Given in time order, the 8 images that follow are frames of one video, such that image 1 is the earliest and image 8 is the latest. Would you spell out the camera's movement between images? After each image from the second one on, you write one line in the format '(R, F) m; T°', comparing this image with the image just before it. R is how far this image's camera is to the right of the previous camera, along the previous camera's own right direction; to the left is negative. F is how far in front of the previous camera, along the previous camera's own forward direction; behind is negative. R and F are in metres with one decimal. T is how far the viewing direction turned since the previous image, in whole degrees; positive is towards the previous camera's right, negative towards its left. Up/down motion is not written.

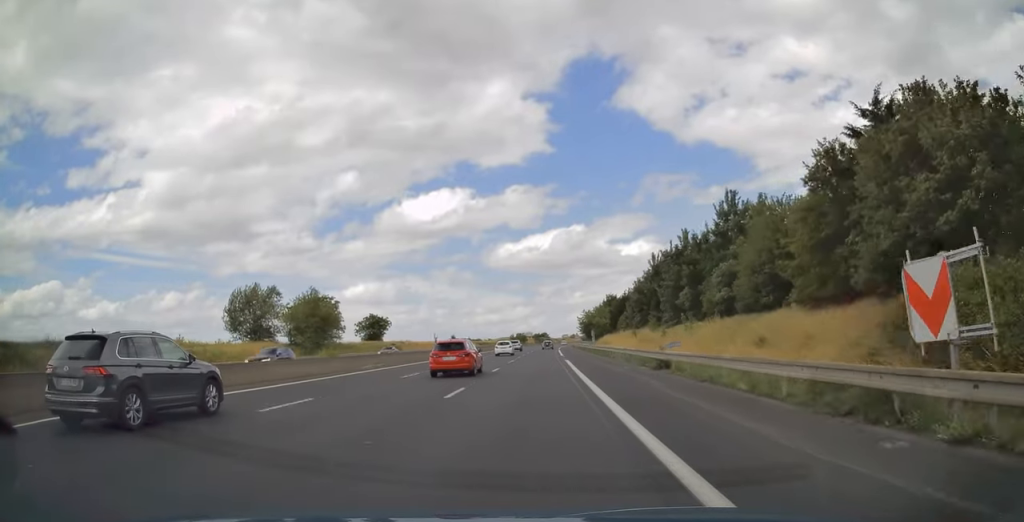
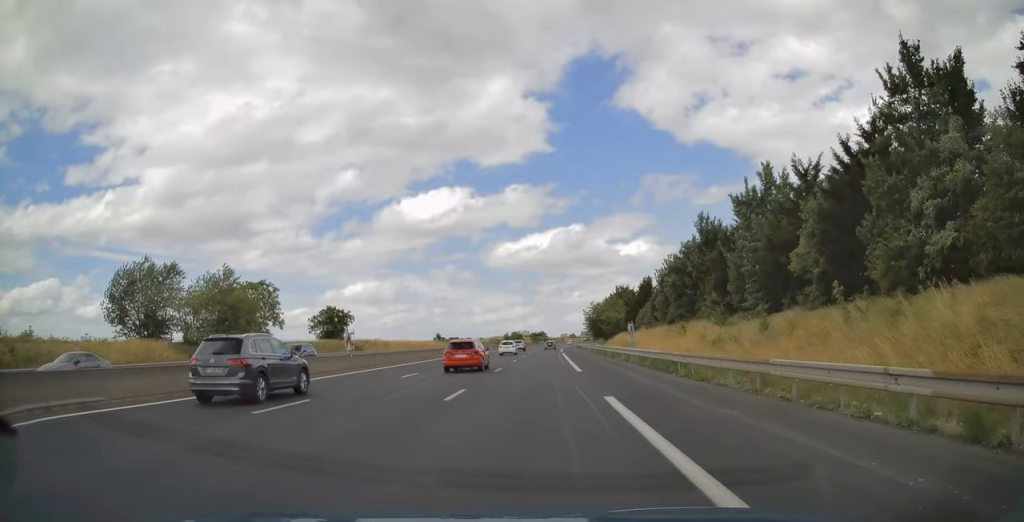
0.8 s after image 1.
(+0.1, +26.3) m; 0°
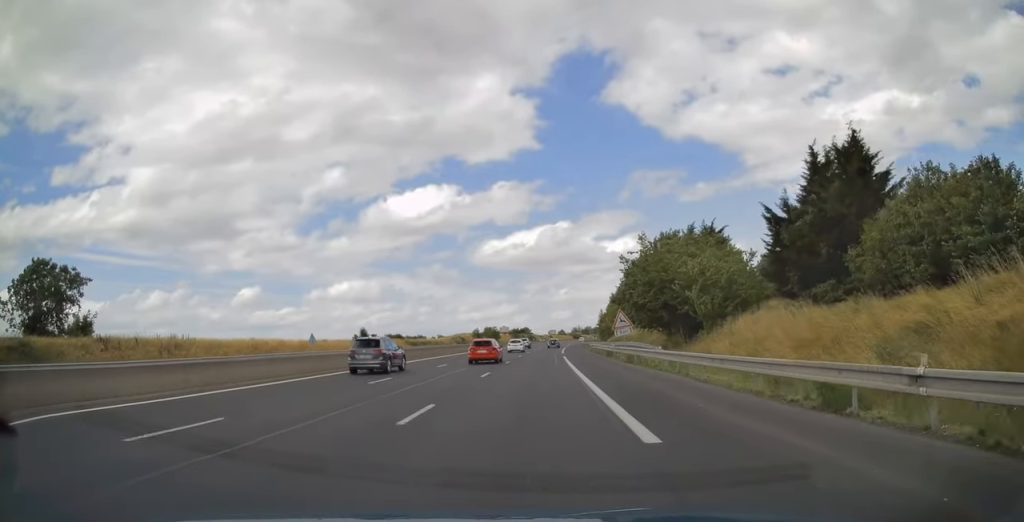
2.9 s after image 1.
(+0.9, +68.8) m; +2°
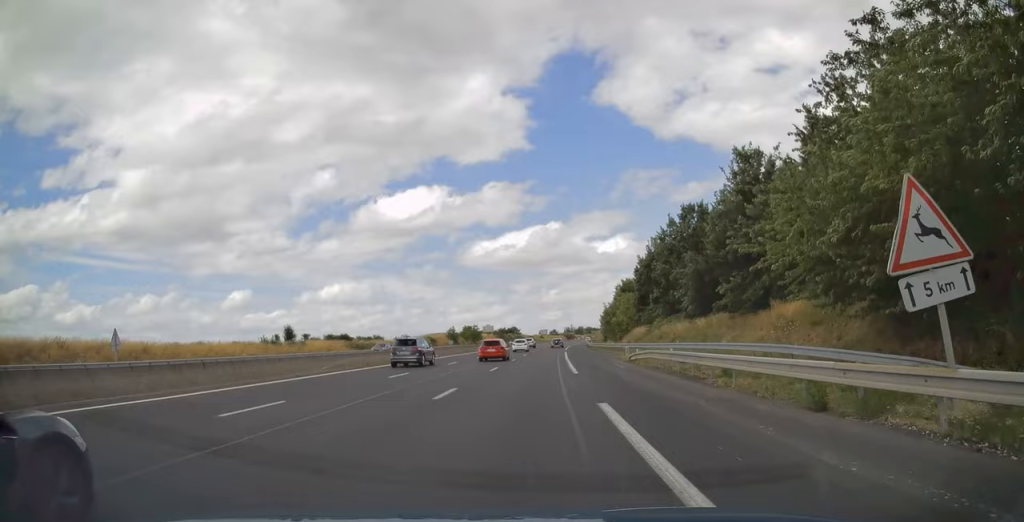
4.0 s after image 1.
(+0.3, +34.3) m; +1°
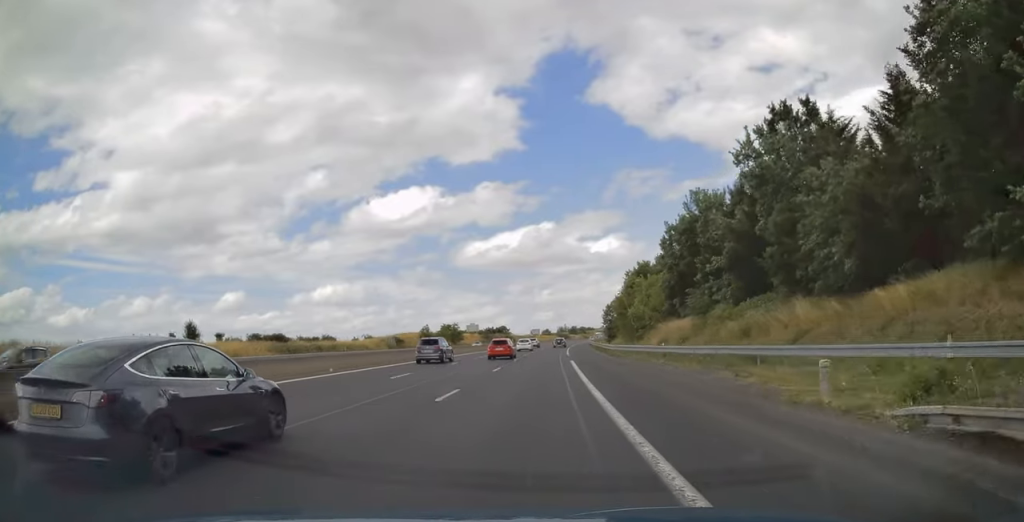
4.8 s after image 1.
(+0.1, +26.3) m; +1°
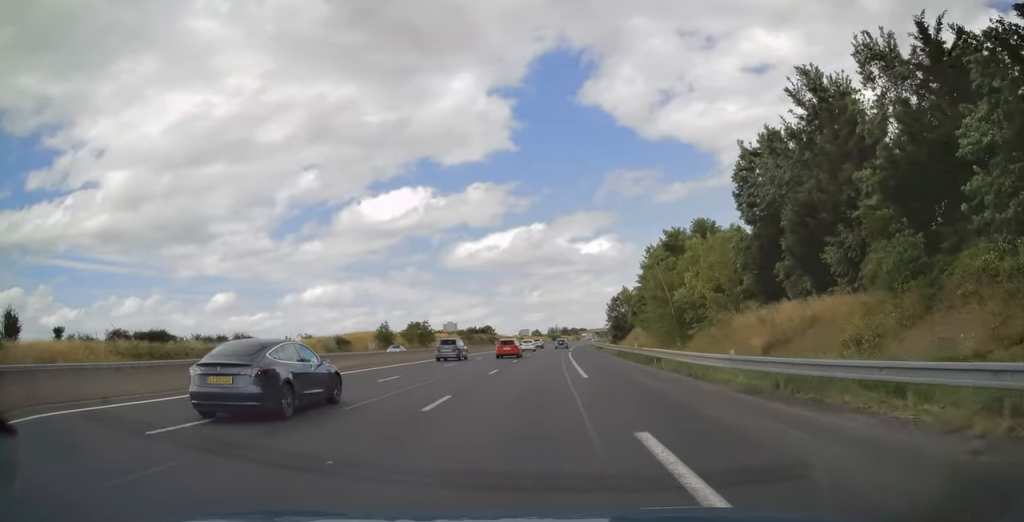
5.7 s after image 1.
(+0.2, +27.9) m; +1°
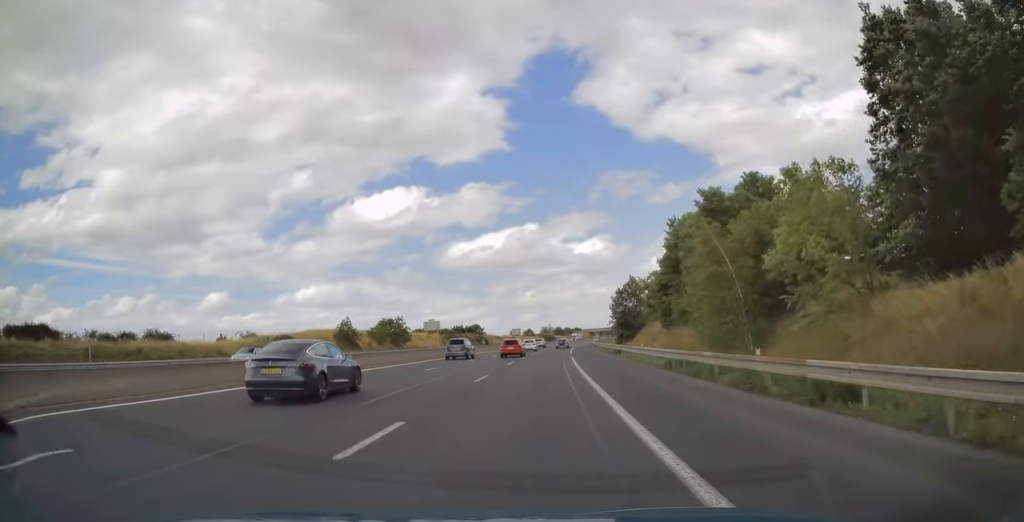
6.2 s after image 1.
(+0.2, +17.8) m; +1°
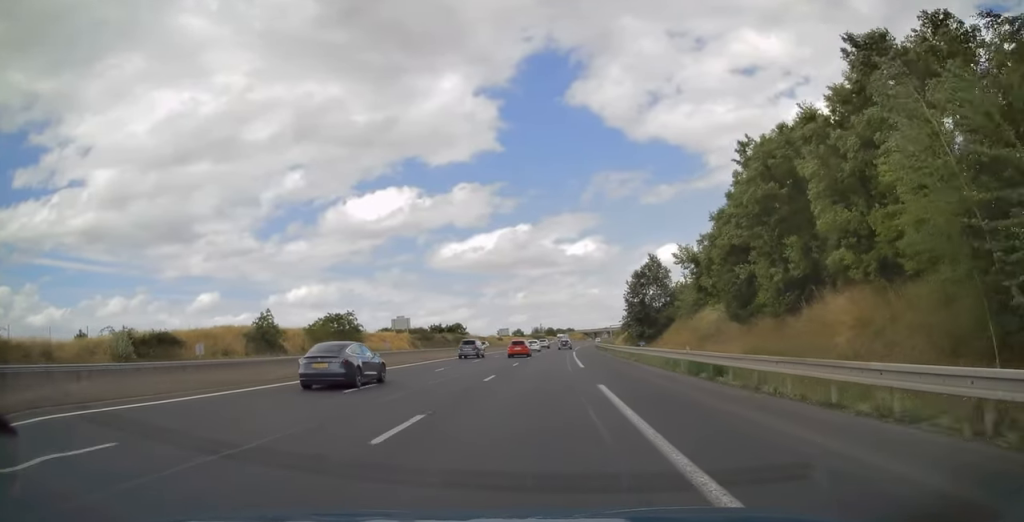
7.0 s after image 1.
(+0.2, +24.9) m; +1°
